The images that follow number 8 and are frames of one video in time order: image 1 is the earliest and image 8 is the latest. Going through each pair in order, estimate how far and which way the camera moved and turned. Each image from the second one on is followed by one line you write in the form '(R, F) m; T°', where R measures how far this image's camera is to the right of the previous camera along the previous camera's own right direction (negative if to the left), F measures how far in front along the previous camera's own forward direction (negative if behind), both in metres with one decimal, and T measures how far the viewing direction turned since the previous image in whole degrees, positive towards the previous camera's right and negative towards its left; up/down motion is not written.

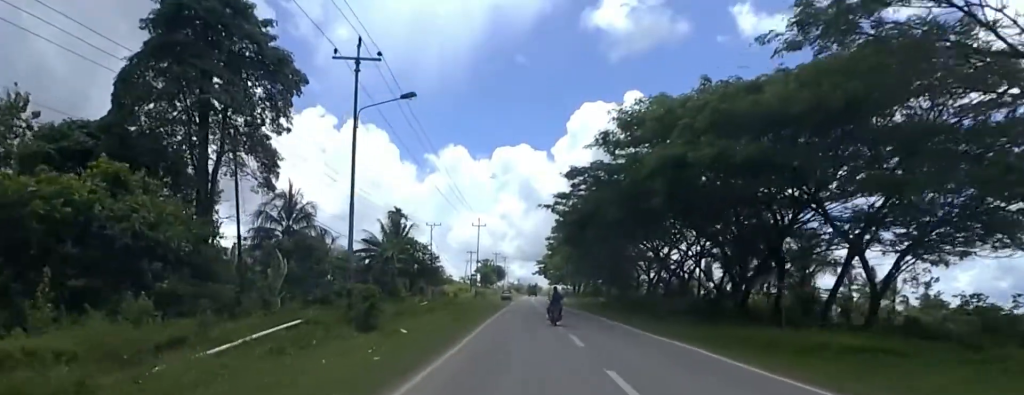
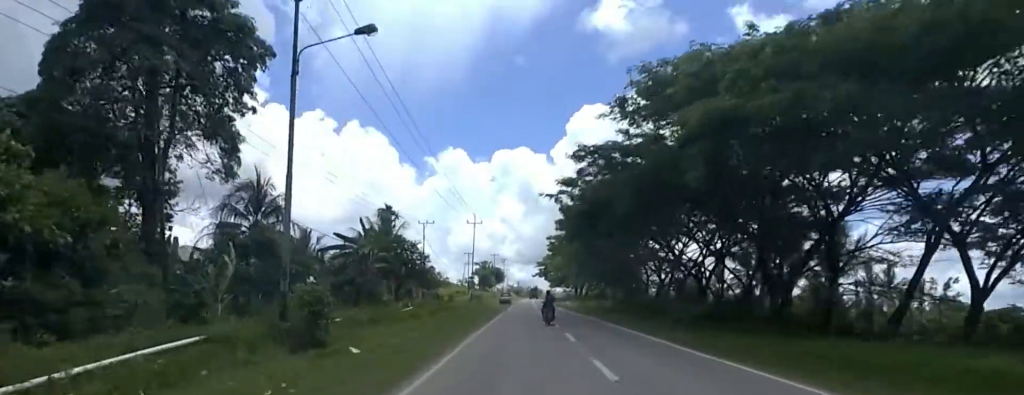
(-0.6, +5.5) m; -3°
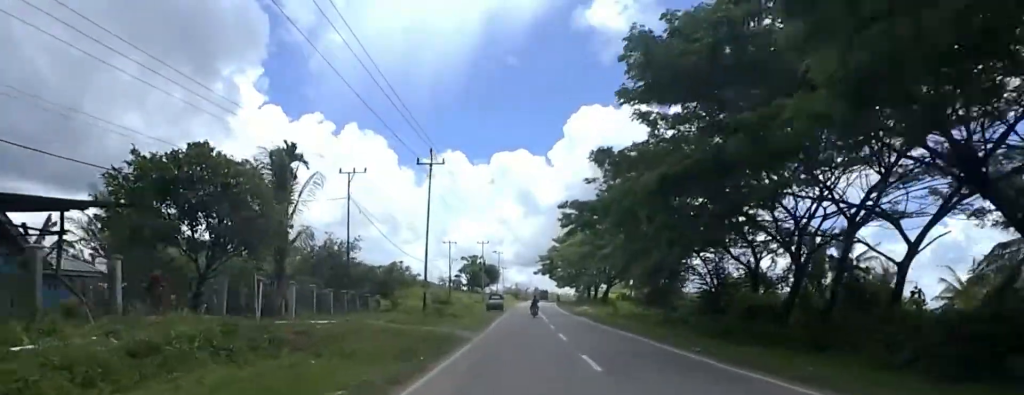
(-1.5, +31.1) m; 0°
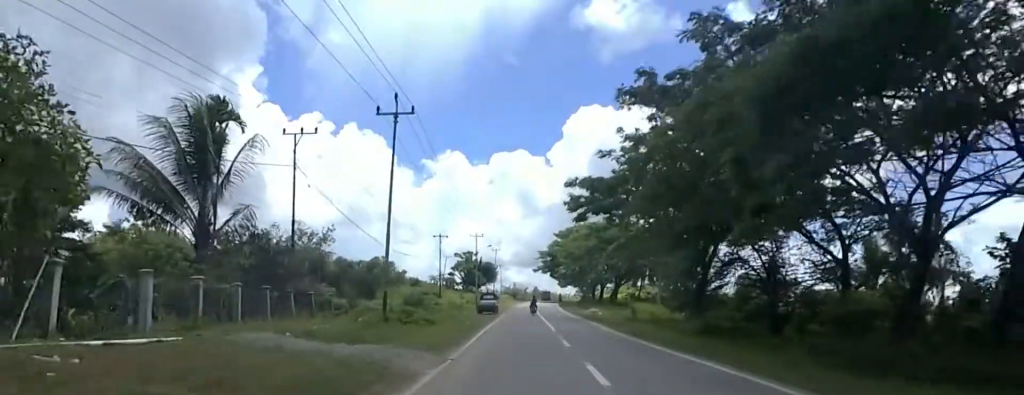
(+0.2, +9.7) m; +1°
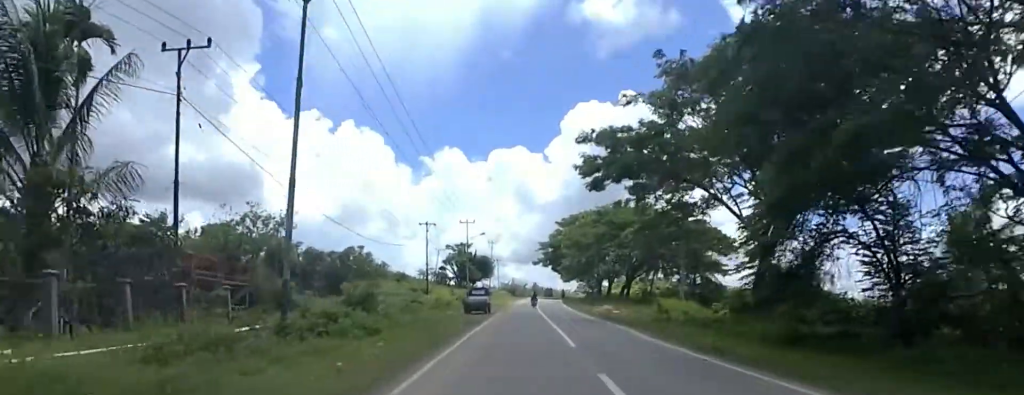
(+0.1, +10.4) m; 0°
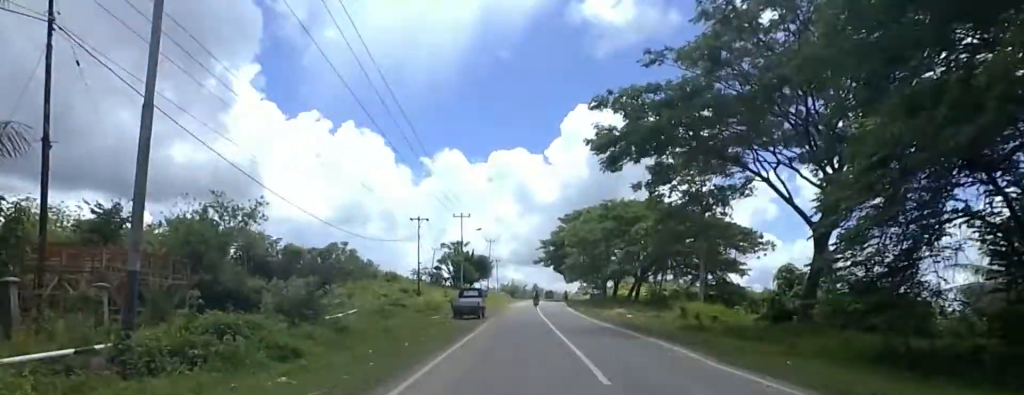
(+0.1, +5.8) m; -1°
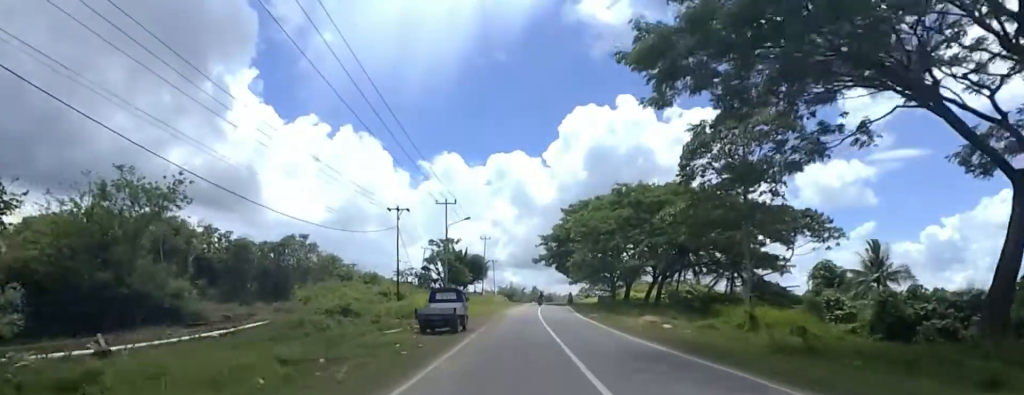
(-0.2, +10.6) m; 0°
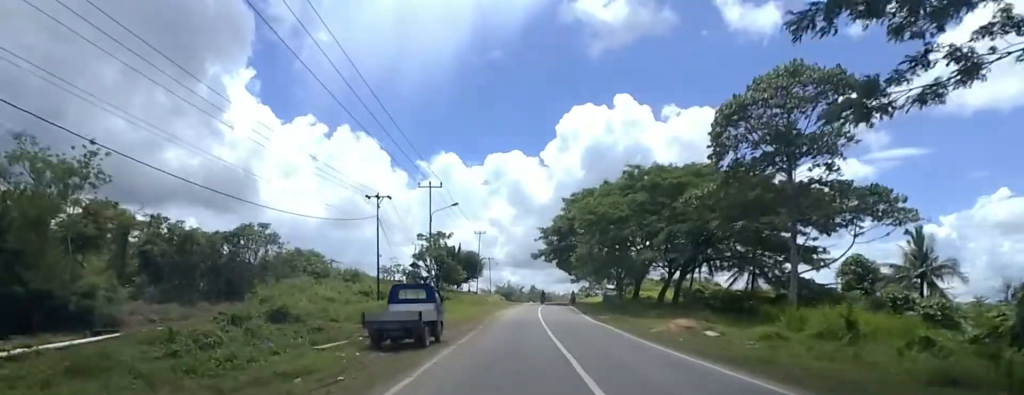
(0.0, +7.1) m; 0°
